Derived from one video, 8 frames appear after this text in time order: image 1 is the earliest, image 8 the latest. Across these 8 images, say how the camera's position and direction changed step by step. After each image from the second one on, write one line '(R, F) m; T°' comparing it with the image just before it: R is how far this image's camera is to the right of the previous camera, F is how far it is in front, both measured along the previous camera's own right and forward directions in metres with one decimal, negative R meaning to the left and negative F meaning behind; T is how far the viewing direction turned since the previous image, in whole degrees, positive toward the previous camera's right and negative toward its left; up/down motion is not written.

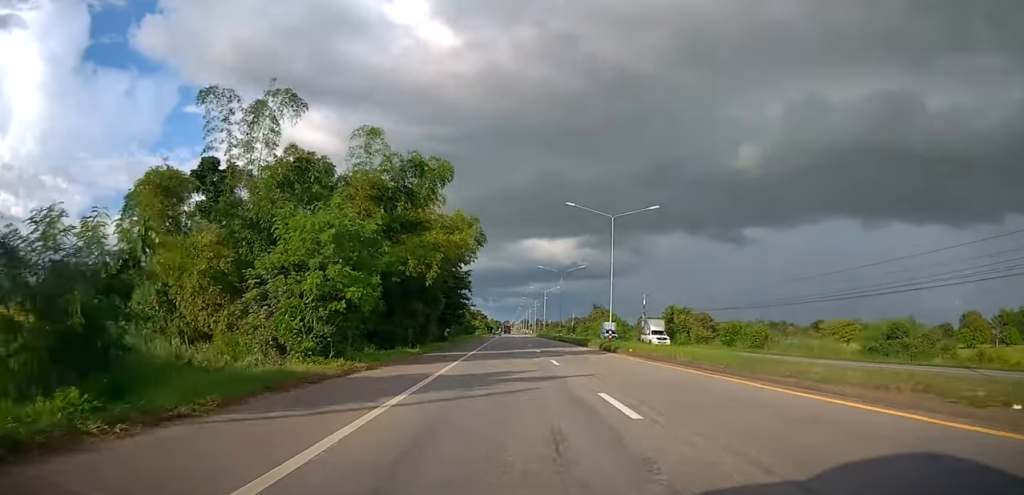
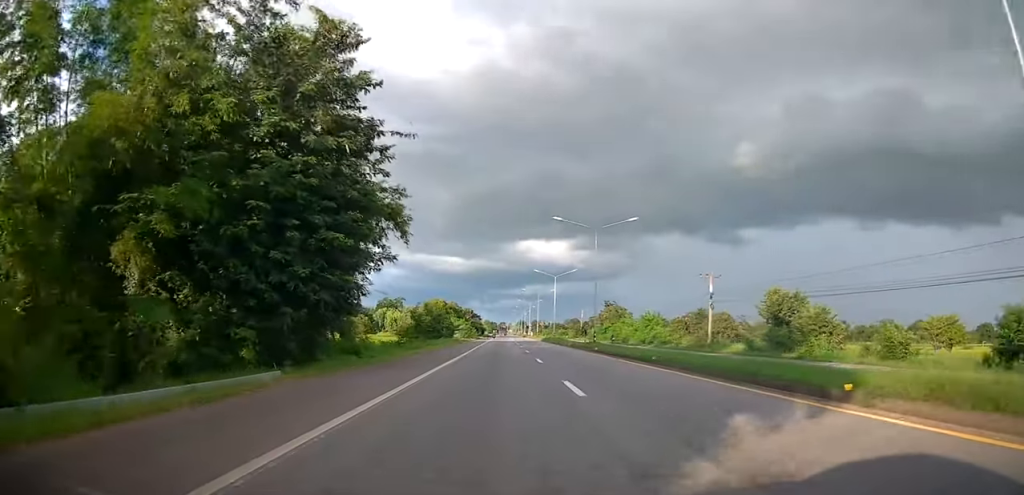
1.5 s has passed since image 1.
(+0.1, +33.1) m; 0°
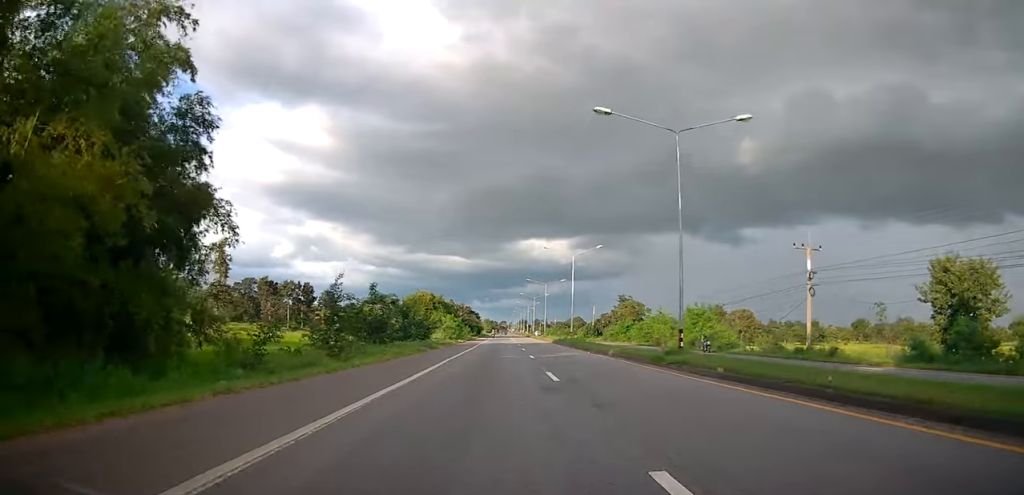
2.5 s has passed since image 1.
(0.0, +20.9) m; 0°
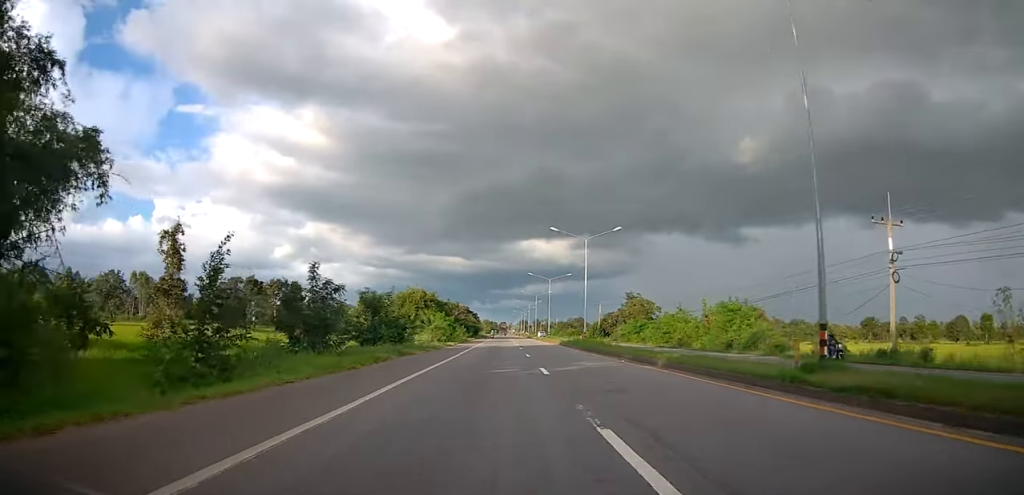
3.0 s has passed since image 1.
(0.0, +9.9) m; +1°
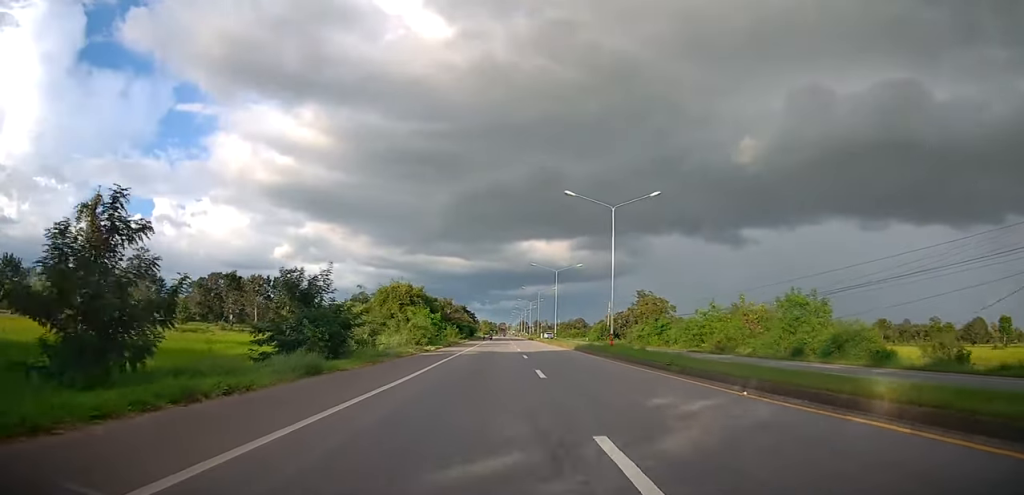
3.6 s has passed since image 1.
(-0.1, +12.4) m; +1°
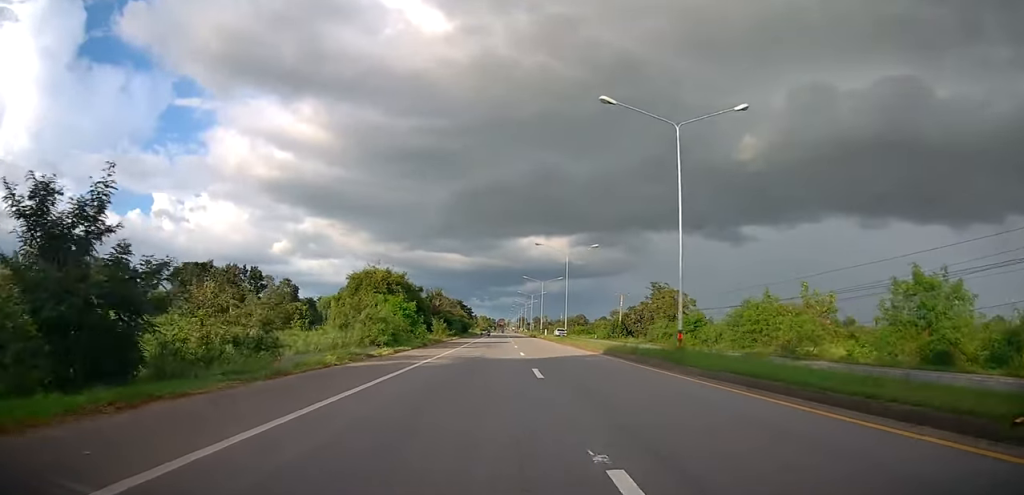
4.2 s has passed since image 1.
(+0.4, +13.8) m; 0°
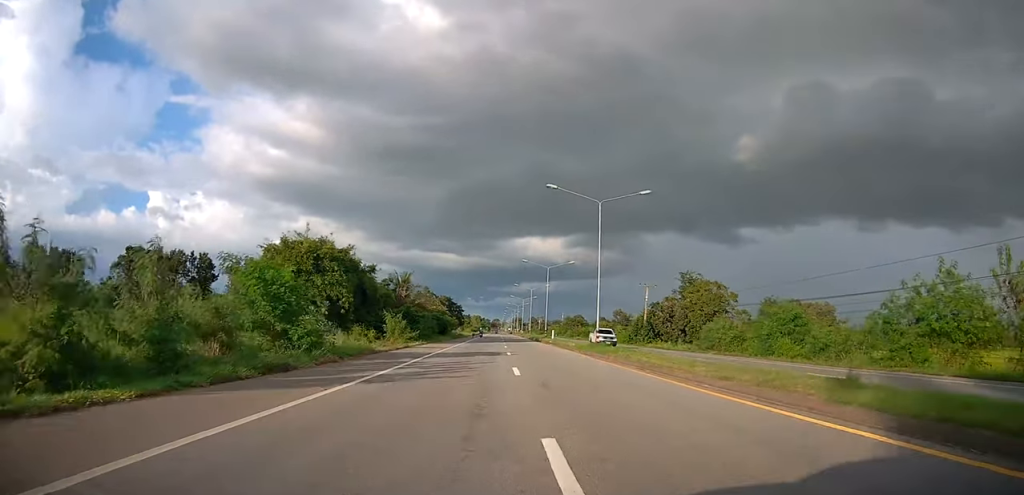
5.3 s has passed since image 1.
(-0.2, +22.6) m; -1°
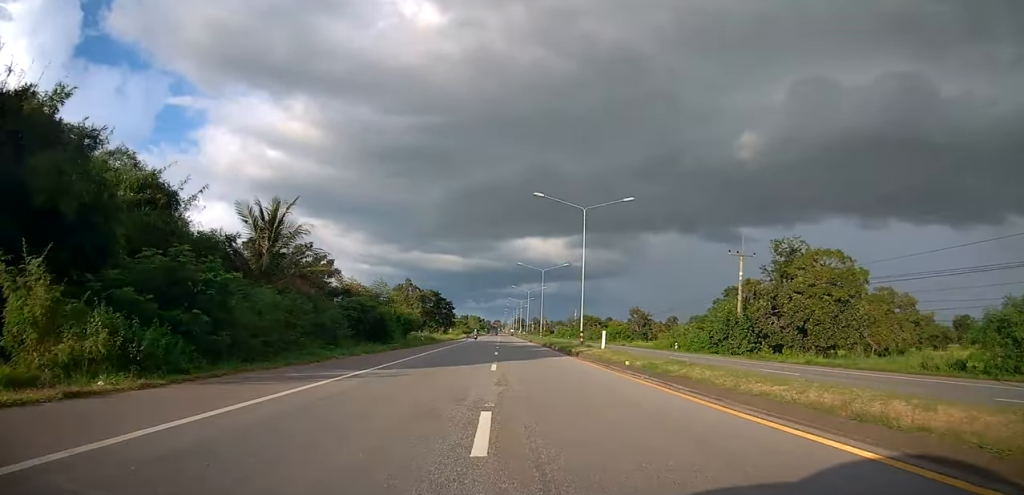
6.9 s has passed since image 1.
(-0.2, +33.8) m; 0°
